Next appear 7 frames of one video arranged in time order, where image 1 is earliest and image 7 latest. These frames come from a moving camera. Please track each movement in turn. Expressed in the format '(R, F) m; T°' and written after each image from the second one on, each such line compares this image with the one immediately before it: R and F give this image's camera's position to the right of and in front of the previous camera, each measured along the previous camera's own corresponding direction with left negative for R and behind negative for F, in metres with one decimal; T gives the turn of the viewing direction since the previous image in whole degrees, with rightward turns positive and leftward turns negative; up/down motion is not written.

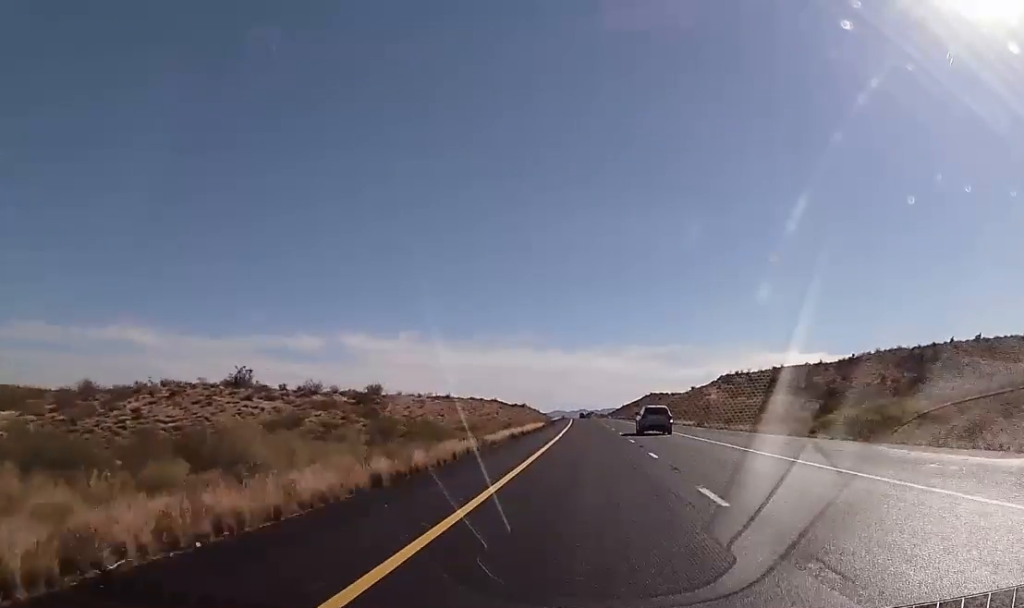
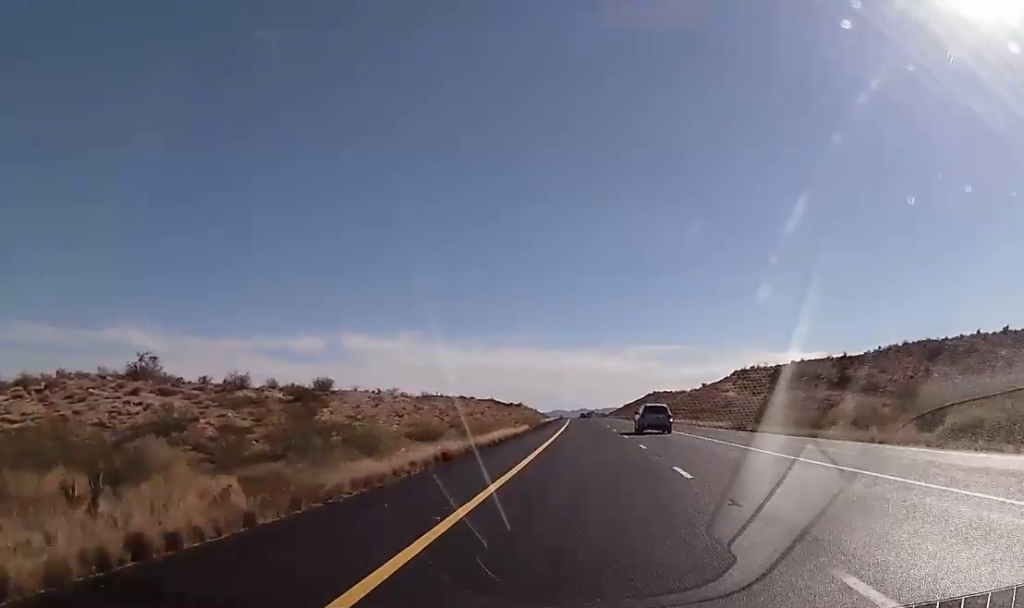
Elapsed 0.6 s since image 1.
(-0.1, +19.8) m; 0°
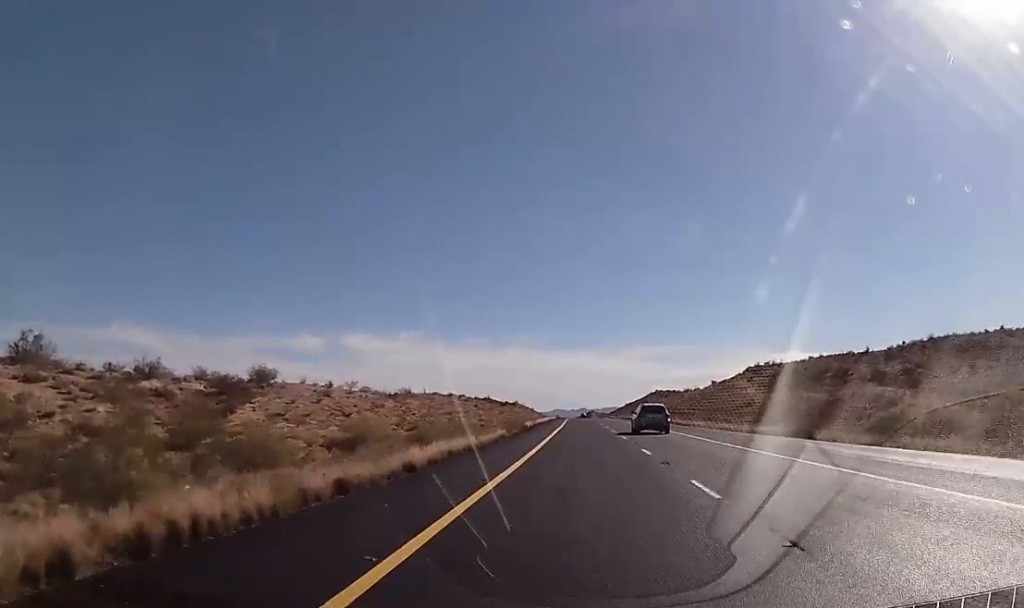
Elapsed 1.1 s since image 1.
(-0.1, +15.6) m; 0°
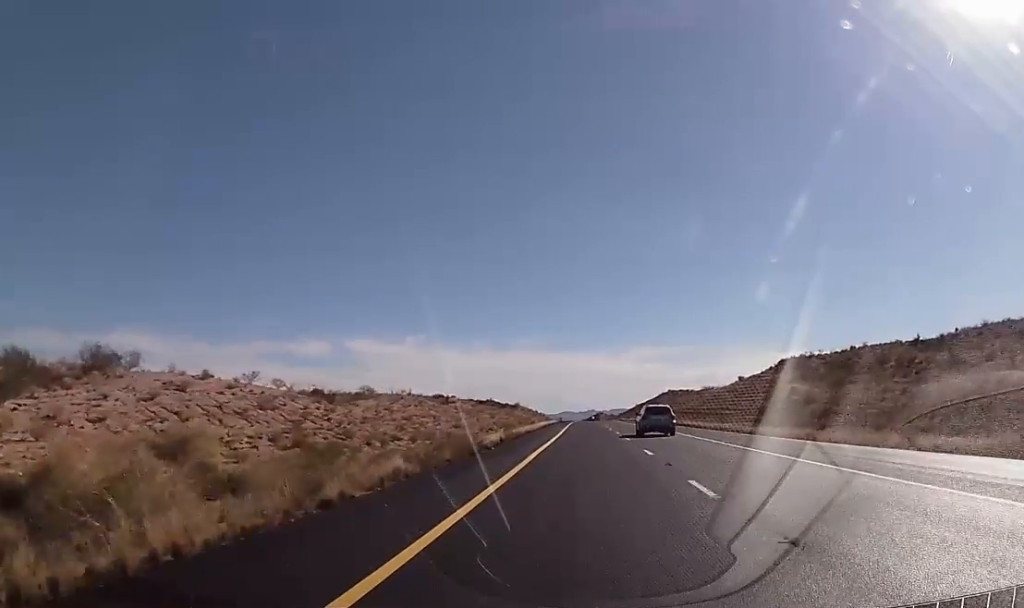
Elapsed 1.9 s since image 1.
(+0.2, +23.8) m; 0°
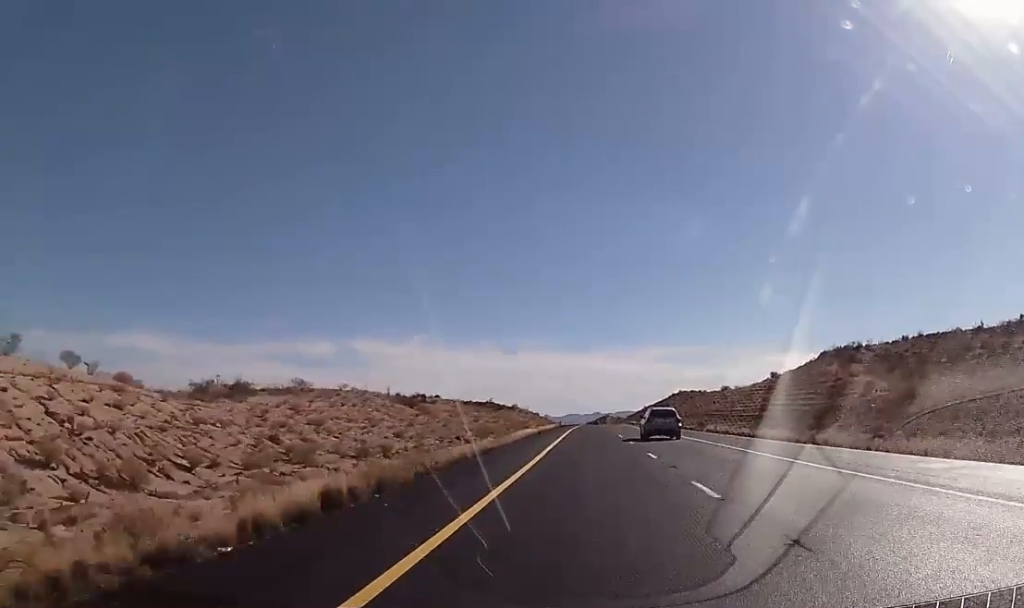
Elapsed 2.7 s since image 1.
(0.0, +23.9) m; -1°
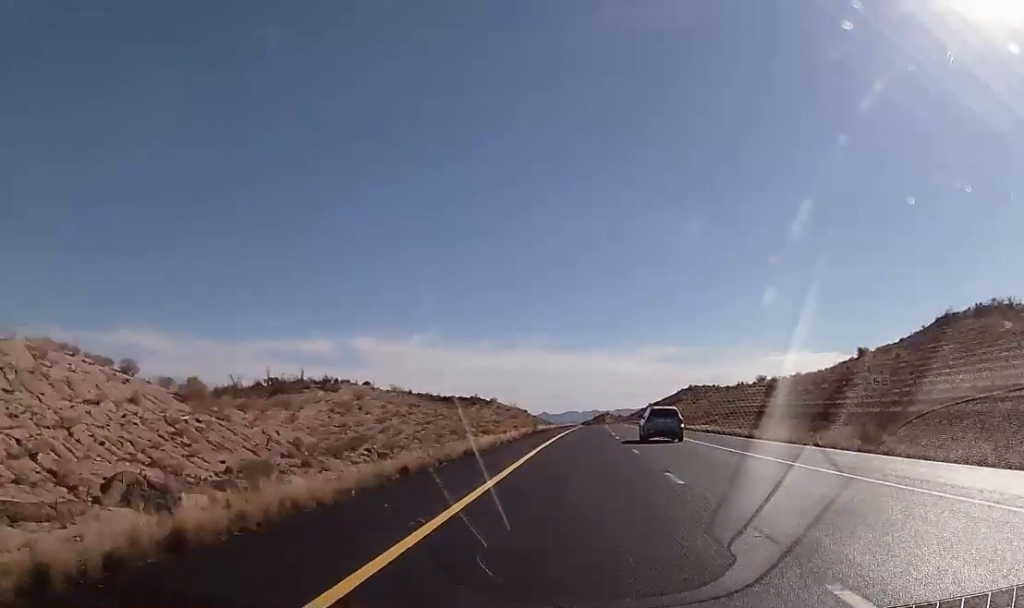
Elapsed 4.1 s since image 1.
(-0.5, +45.3) m; 0°
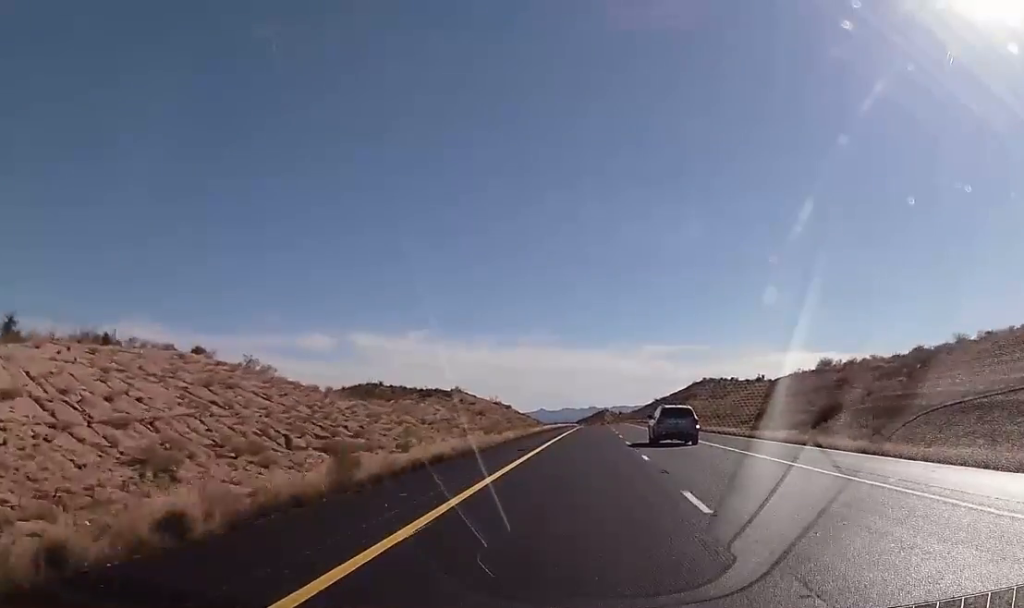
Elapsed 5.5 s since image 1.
(+0.1, +45.2) m; 0°
